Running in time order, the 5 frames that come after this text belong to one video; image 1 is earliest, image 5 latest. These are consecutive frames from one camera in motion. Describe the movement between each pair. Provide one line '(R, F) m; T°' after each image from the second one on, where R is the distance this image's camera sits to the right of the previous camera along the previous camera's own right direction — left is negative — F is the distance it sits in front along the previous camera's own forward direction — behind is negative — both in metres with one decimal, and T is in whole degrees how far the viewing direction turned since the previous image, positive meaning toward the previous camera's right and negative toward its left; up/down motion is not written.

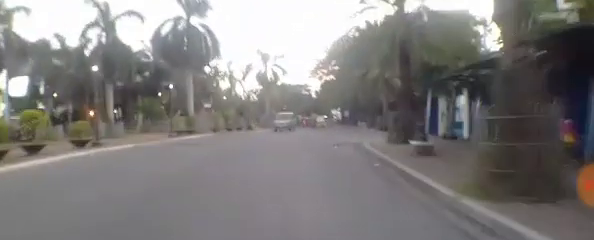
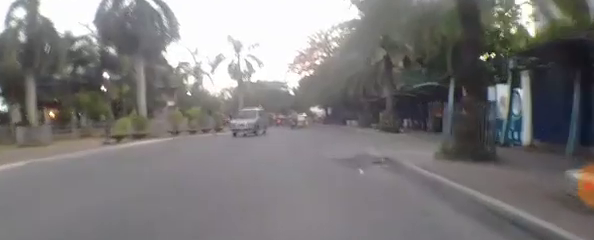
(+0.6, +6.4) m; +4°
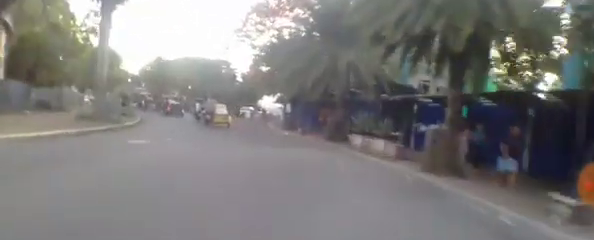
(+1.2, +19.8) m; +6°
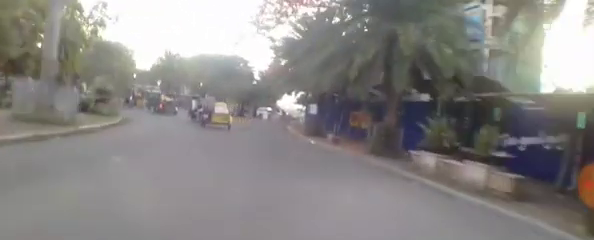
(0.0, +5.3) m; -1°
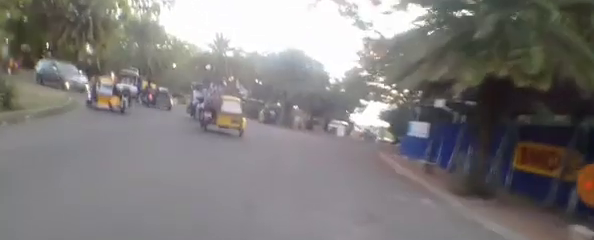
(-0.5, +11.3) m; -9°
